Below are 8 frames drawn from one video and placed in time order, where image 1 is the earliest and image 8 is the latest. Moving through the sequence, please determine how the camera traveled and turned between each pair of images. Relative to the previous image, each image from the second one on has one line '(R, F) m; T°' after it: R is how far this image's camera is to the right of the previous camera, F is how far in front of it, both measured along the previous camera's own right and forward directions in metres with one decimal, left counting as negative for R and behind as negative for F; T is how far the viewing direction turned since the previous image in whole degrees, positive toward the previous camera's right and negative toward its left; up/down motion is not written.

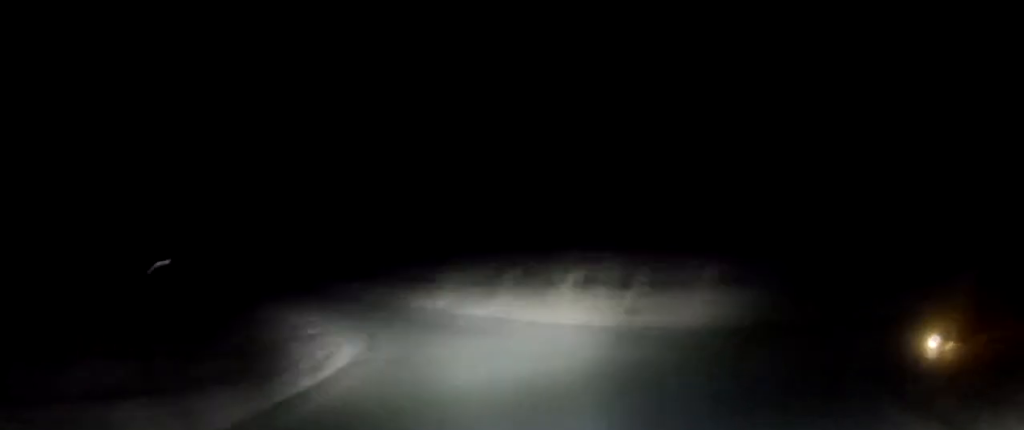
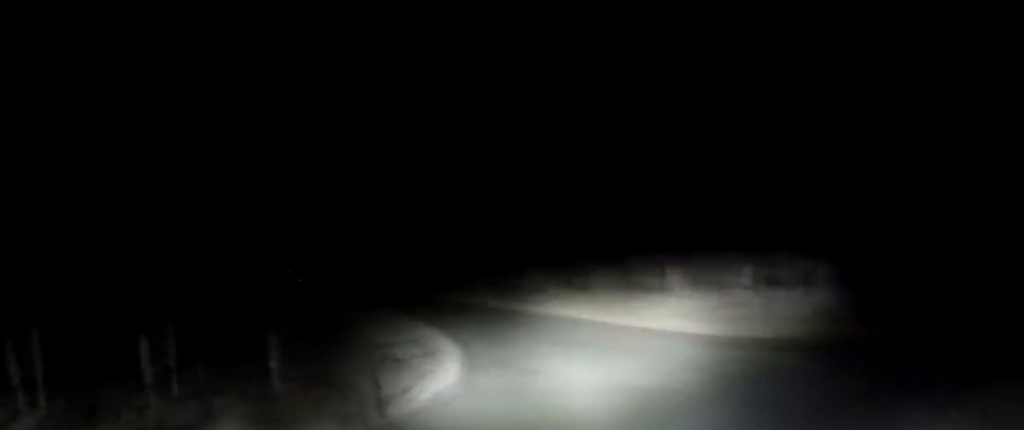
(0.0, +5.4) m; 0°
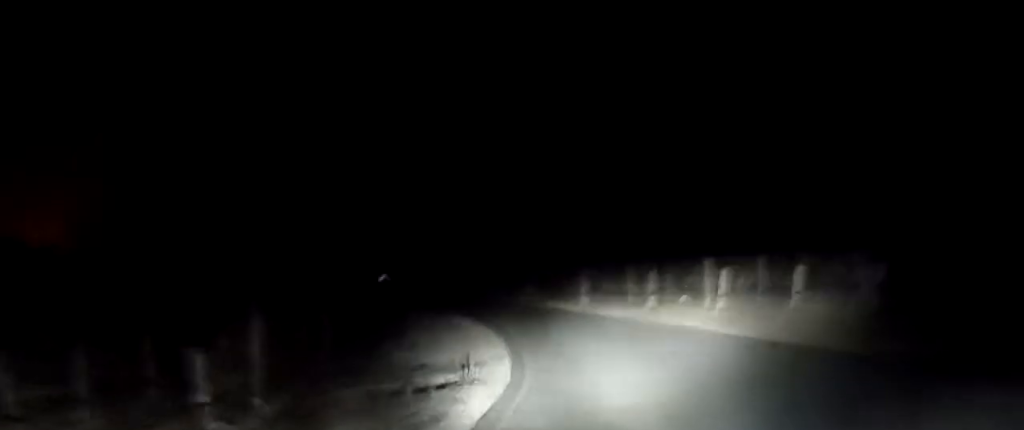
(+0.5, +4.3) m; -5°
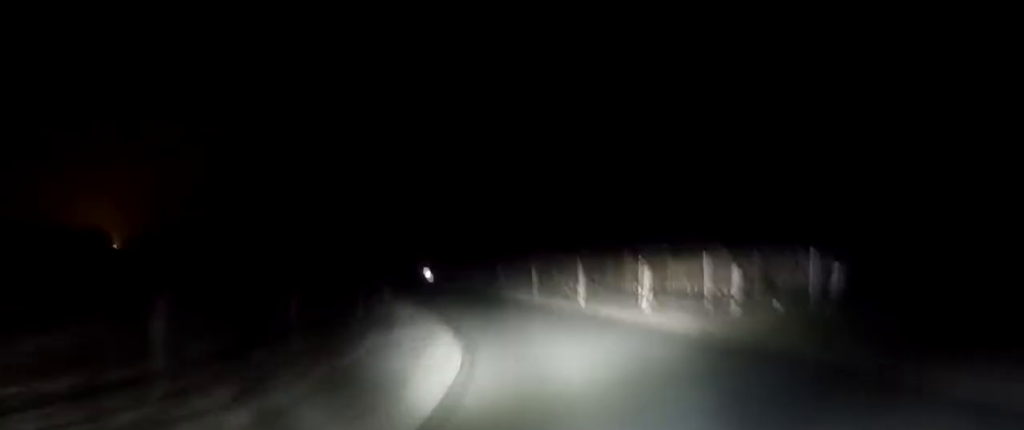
(-1.1, +7.3) m; -17°
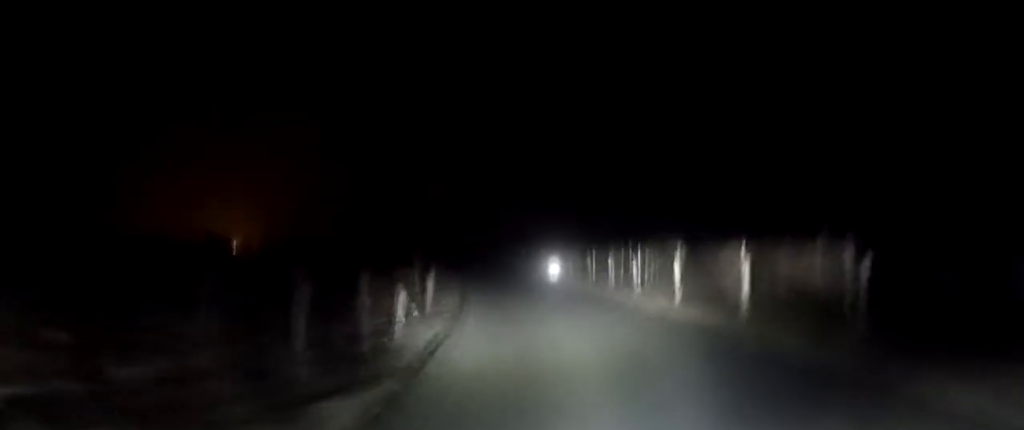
(-2.0, +10.5) m; -18°
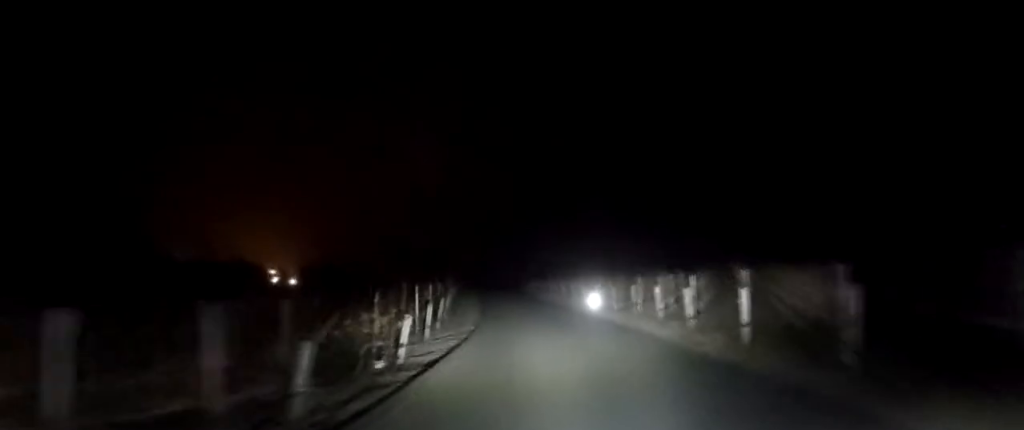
(-0.3, +5.5) m; -7°
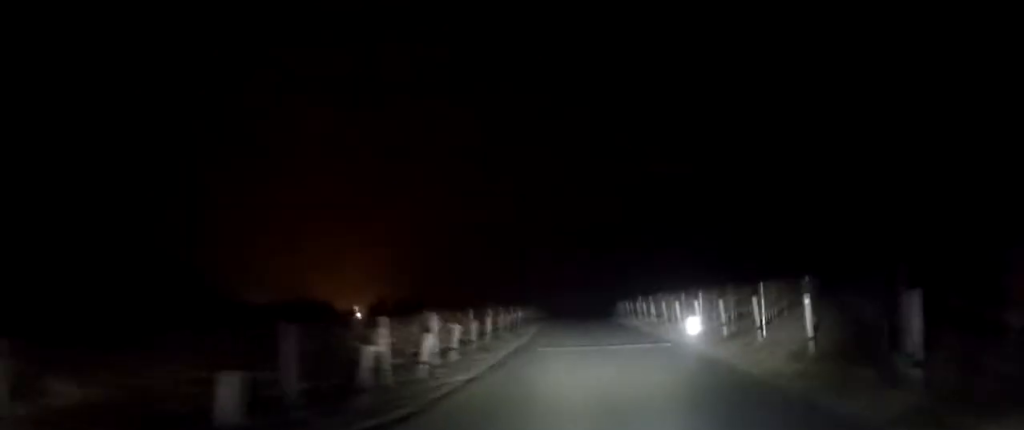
(-1.8, +13.7) m; -12°
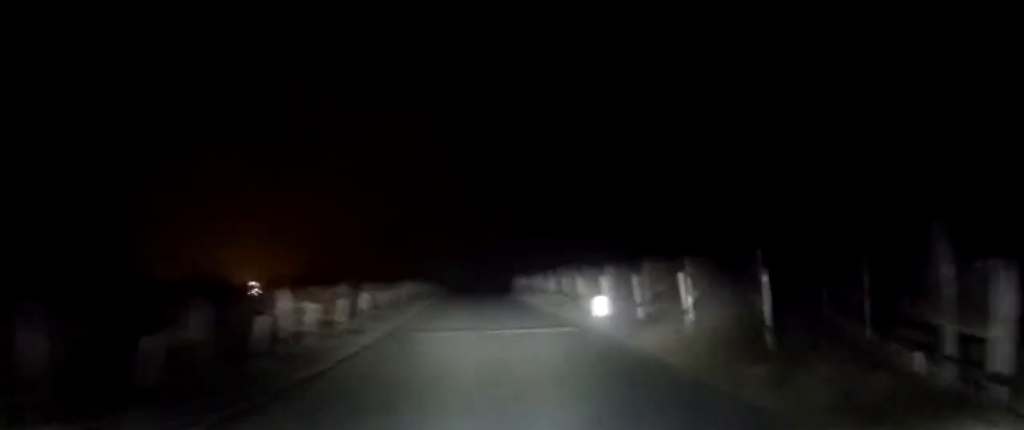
(-0.1, +4.2) m; -1°
